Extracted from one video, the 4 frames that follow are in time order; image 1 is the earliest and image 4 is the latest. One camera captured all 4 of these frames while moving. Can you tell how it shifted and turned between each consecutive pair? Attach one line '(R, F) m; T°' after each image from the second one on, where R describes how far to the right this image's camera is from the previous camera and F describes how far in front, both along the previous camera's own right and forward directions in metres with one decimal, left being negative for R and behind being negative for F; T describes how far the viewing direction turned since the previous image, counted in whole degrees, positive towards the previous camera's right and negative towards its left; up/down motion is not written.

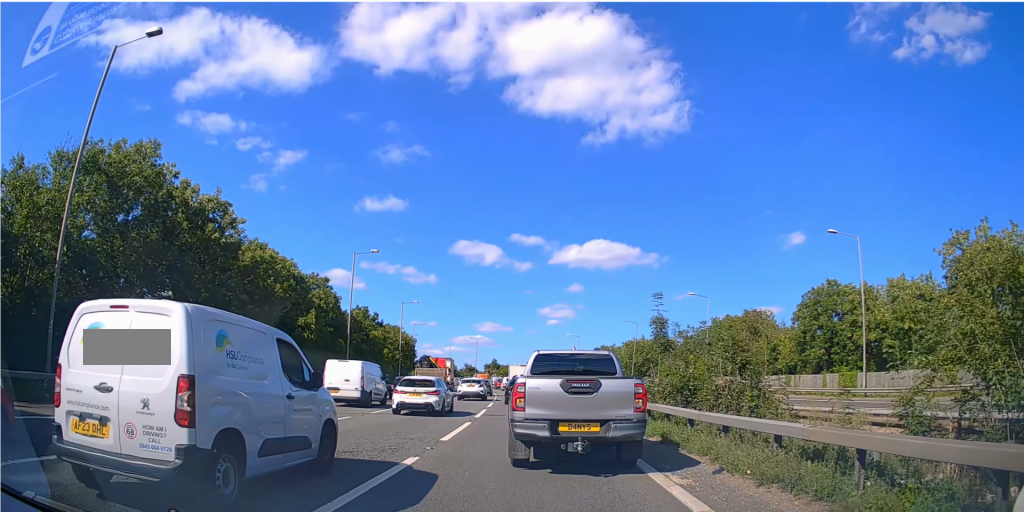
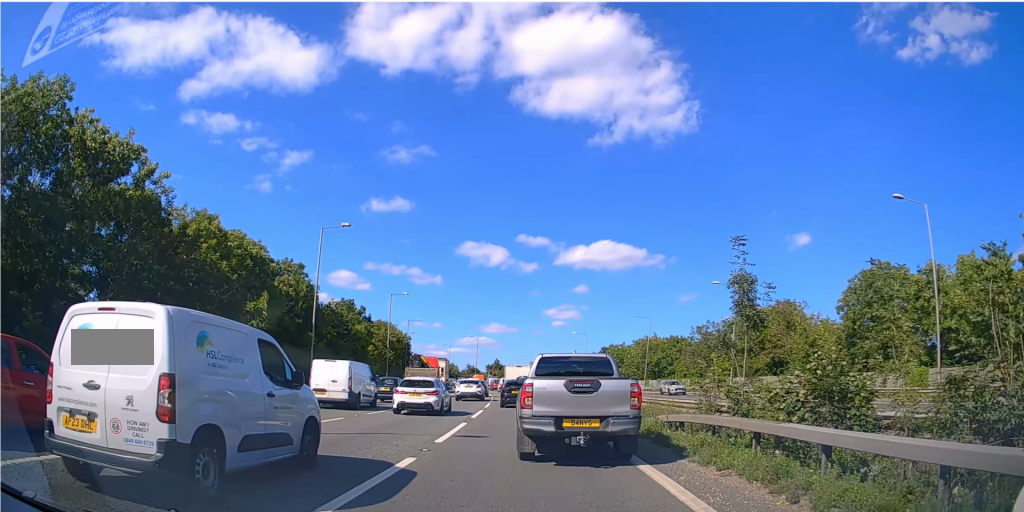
(-0.3, +8.1) m; -4°
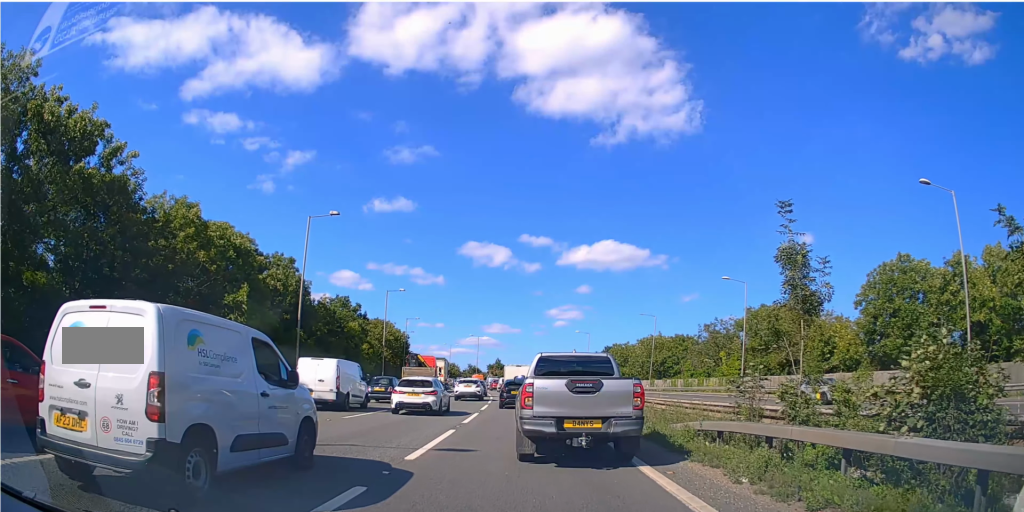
(0.0, +2.8) m; +2°
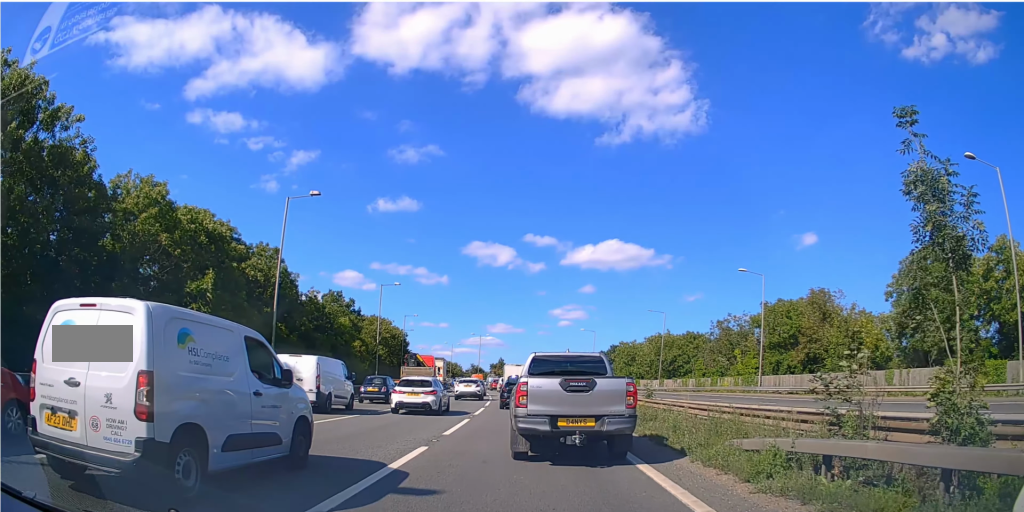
(0.0, +4.5) m; -1°
